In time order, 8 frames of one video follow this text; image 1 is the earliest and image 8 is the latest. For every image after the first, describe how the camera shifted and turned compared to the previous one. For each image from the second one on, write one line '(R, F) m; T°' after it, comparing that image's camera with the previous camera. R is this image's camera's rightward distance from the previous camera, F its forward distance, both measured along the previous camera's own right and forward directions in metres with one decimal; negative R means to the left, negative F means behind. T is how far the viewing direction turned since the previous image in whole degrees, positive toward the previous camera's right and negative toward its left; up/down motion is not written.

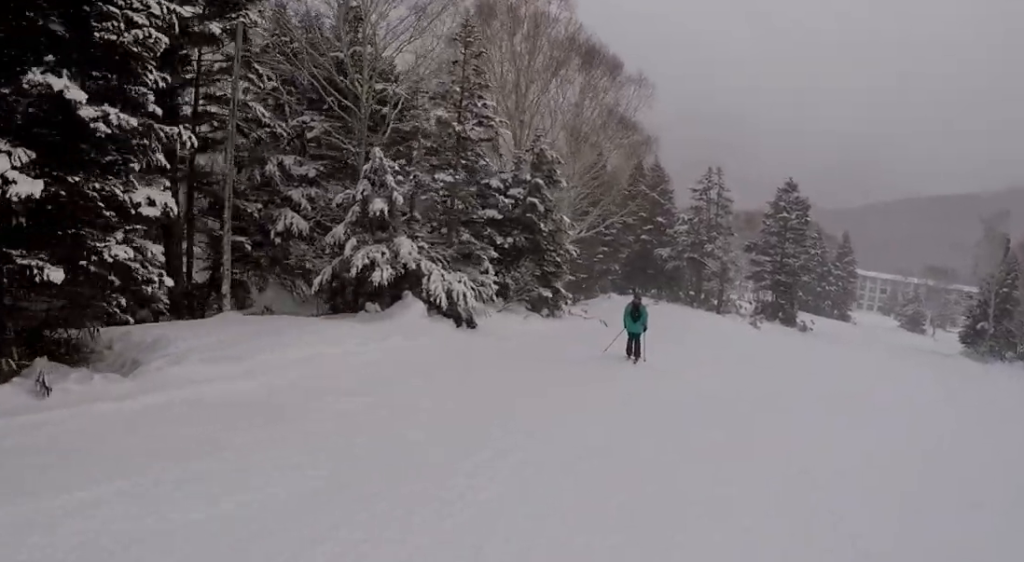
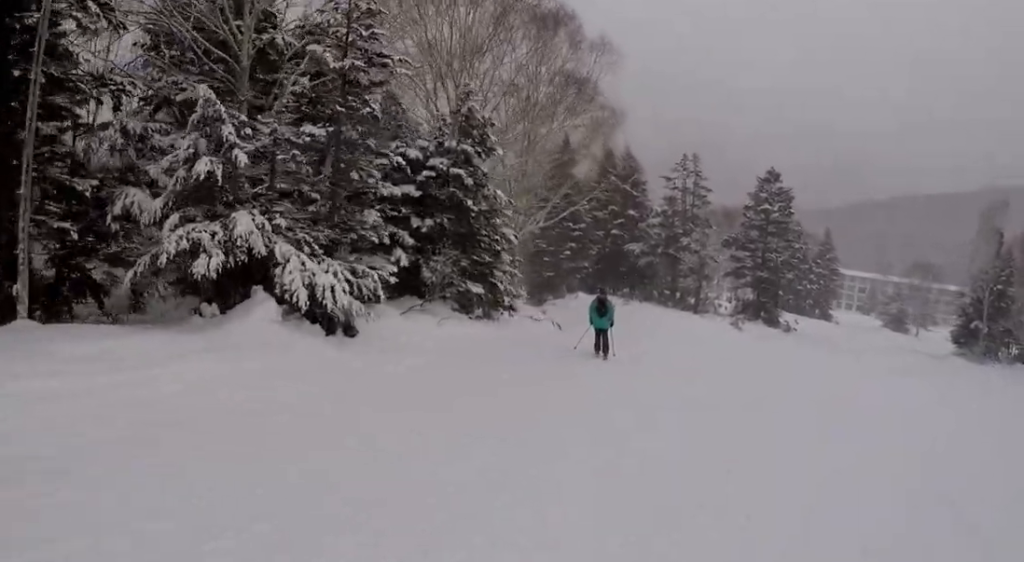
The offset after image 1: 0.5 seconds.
(-0.1, +4.4) m; 0°
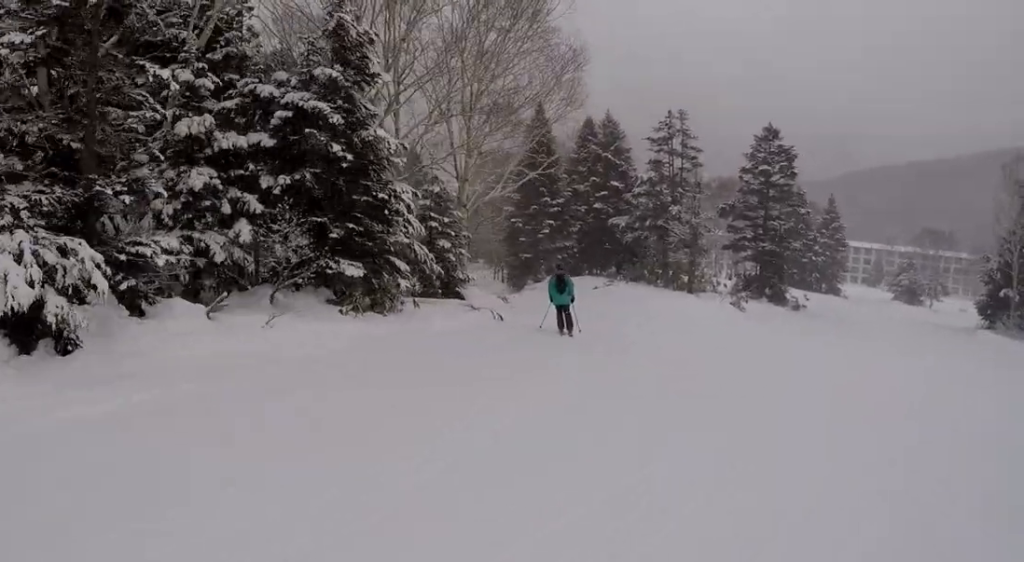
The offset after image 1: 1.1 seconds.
(+0.2, +5.1) m; +1°
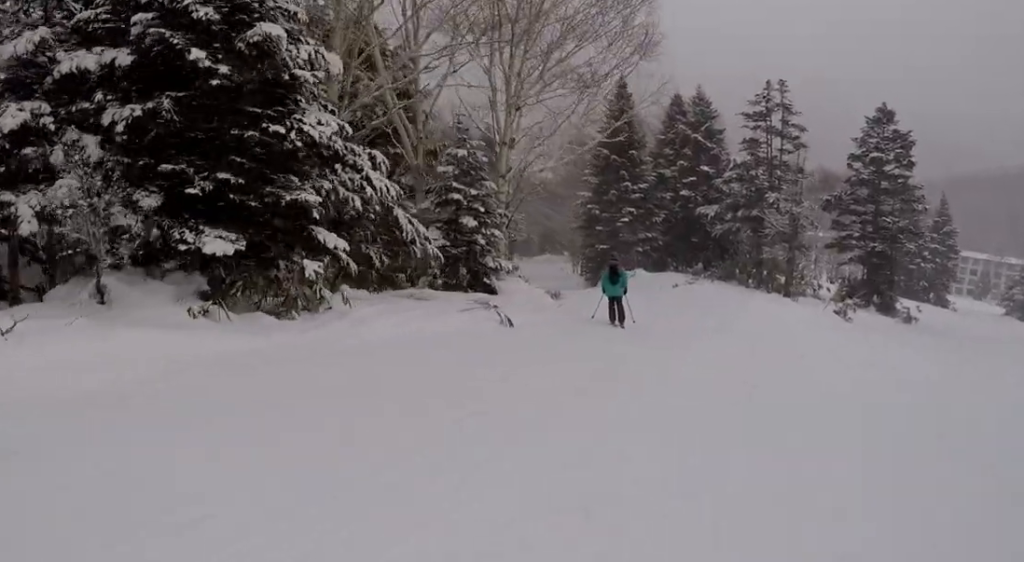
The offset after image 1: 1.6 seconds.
(0.0, +4.8) m; -3°
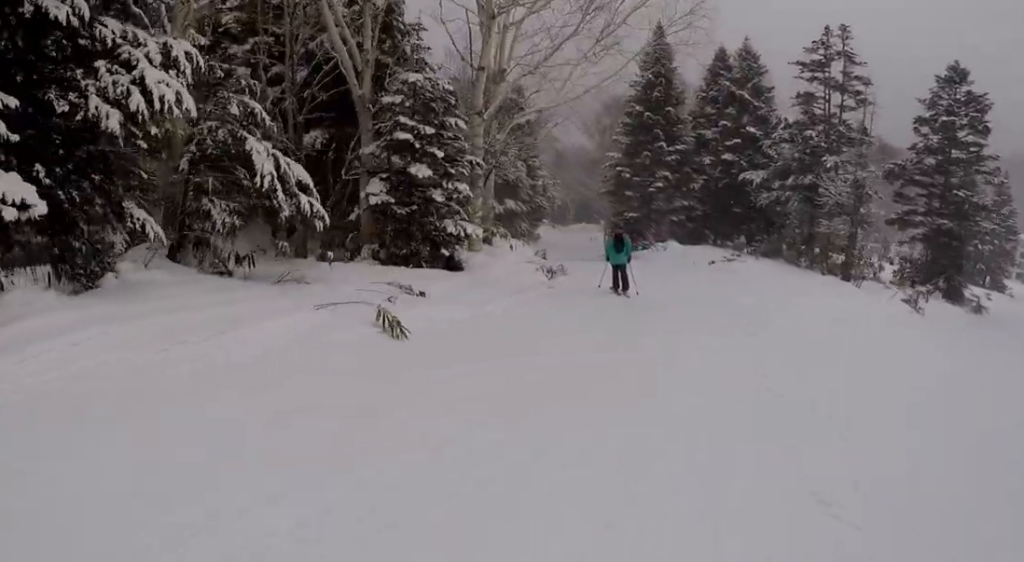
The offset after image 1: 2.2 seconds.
(+0.2, +4.8) m; -6°
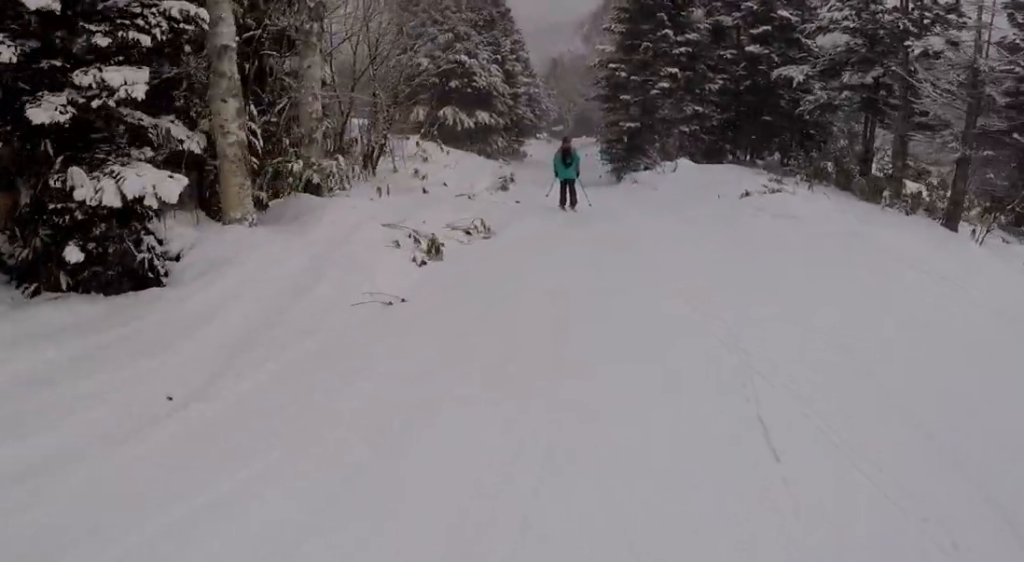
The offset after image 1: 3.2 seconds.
(-1.4, +8.4) m; -11°
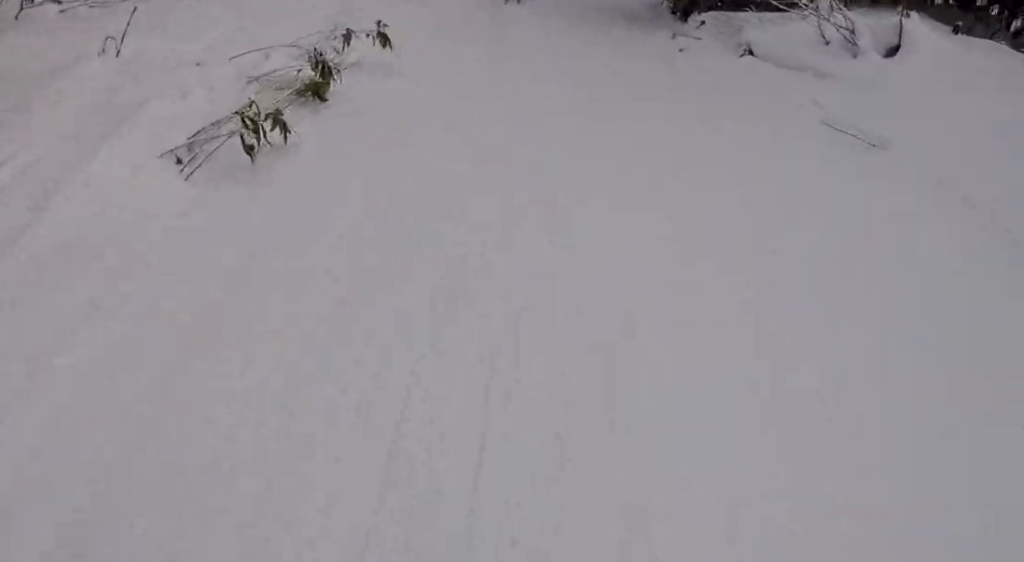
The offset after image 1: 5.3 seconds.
(-0.7, +17.4) m; -12°
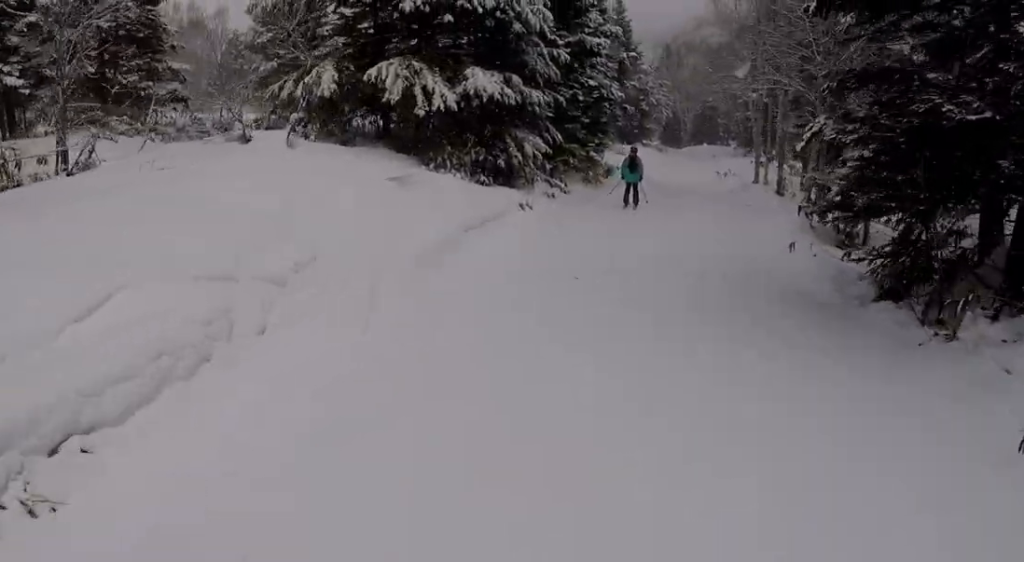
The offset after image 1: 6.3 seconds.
(-1.2, +7.8) m; +1°
